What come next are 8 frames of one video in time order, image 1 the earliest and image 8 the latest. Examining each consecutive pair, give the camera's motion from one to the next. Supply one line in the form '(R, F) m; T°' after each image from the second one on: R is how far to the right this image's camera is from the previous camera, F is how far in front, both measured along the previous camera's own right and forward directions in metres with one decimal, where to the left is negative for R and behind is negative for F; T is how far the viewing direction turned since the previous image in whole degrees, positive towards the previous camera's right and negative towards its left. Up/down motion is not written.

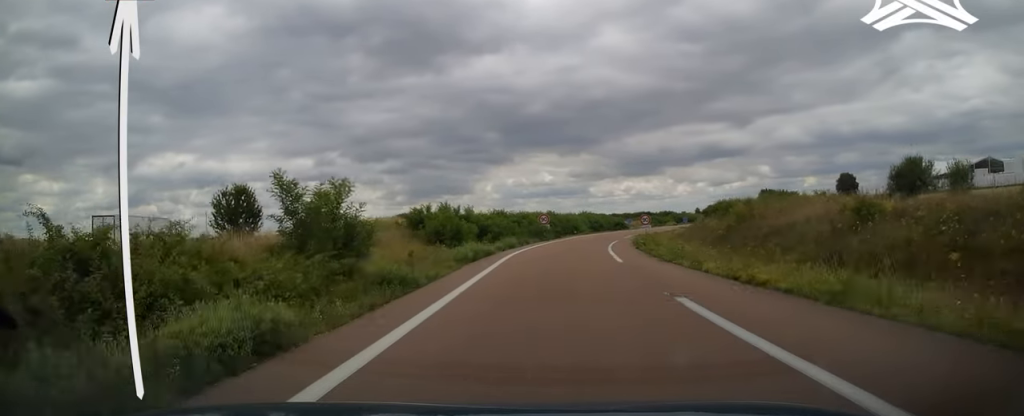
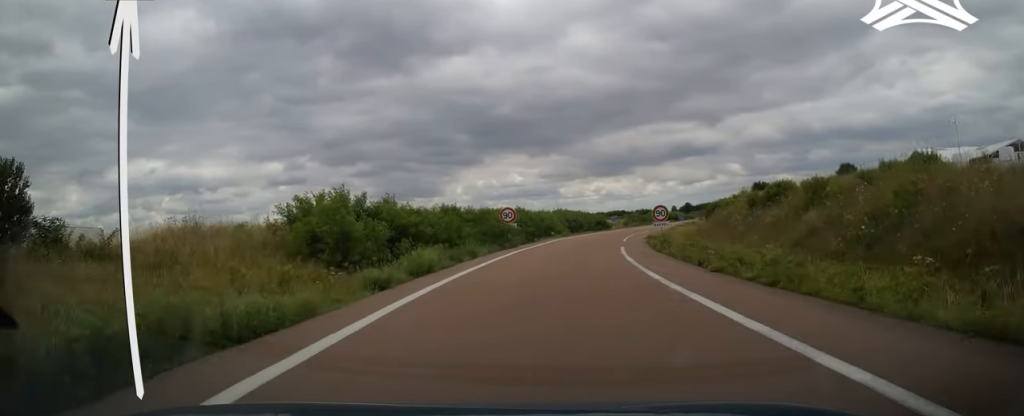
(+0.3, +22.7) m; +2°
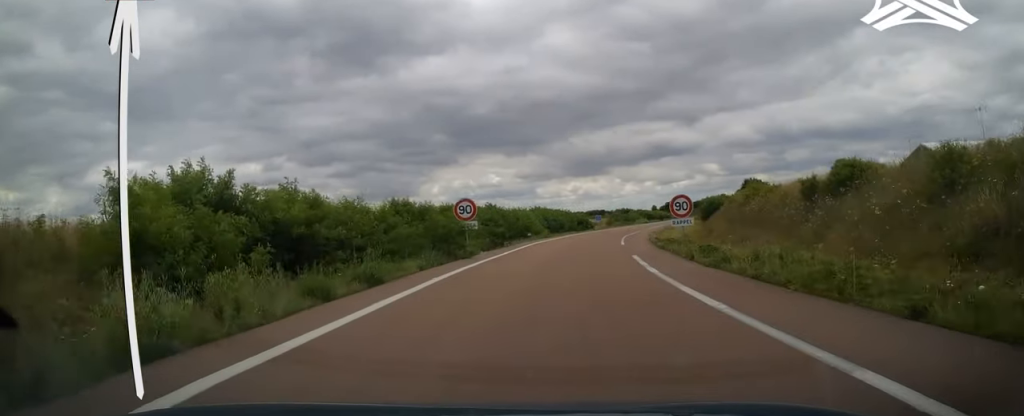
(+0.1, +13.3) m; +2°
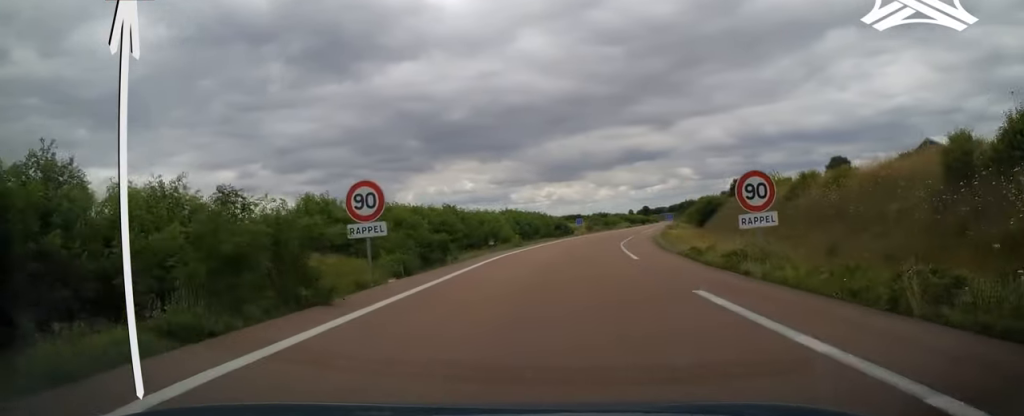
(+0.2, +14.6) m; +3°
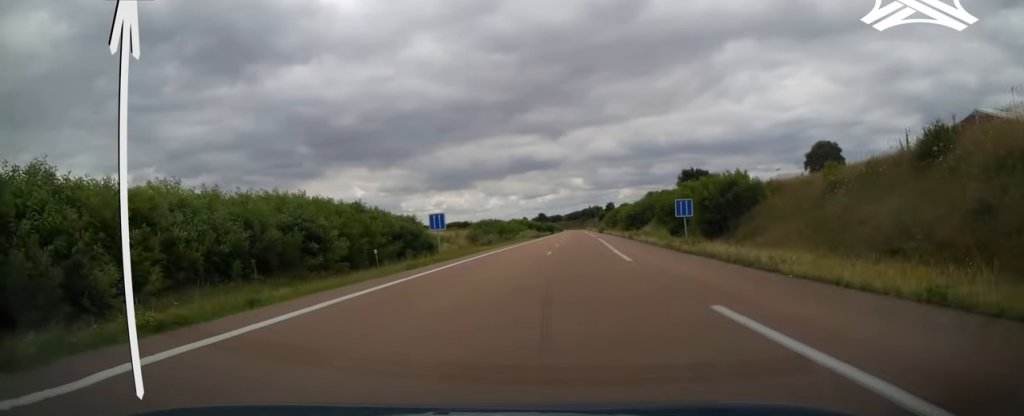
(+5.1, +55.4) m; +9°
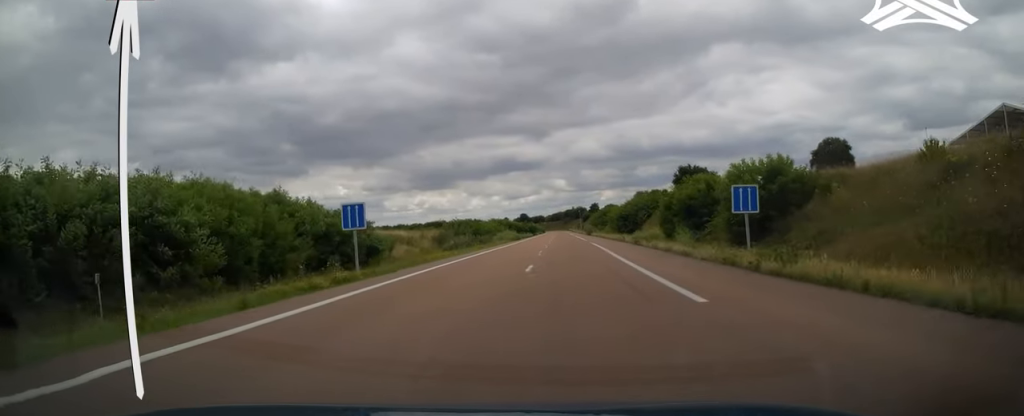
(+0.3, +12.2) m; +1°
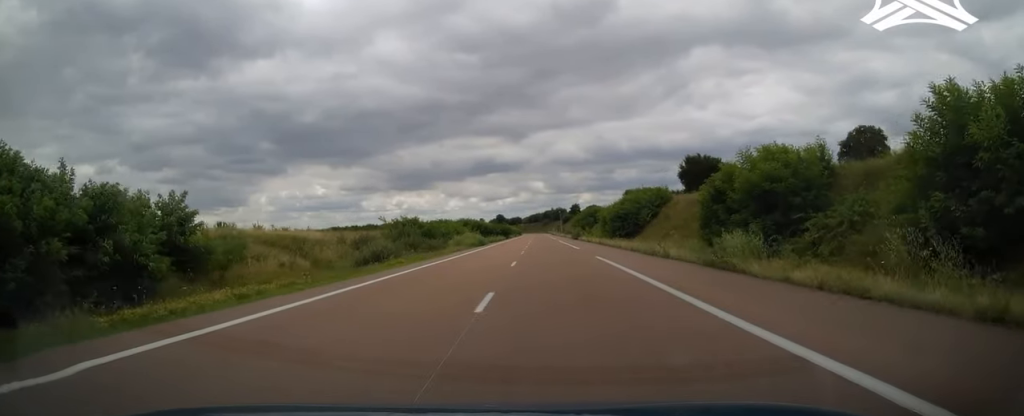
(+0.5, +22.2) m; +2°
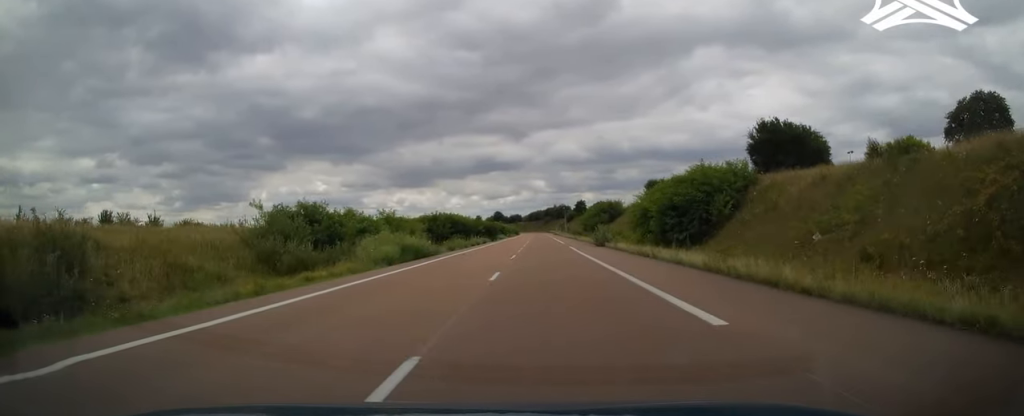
(+0.7, +32.2) m; +1°
